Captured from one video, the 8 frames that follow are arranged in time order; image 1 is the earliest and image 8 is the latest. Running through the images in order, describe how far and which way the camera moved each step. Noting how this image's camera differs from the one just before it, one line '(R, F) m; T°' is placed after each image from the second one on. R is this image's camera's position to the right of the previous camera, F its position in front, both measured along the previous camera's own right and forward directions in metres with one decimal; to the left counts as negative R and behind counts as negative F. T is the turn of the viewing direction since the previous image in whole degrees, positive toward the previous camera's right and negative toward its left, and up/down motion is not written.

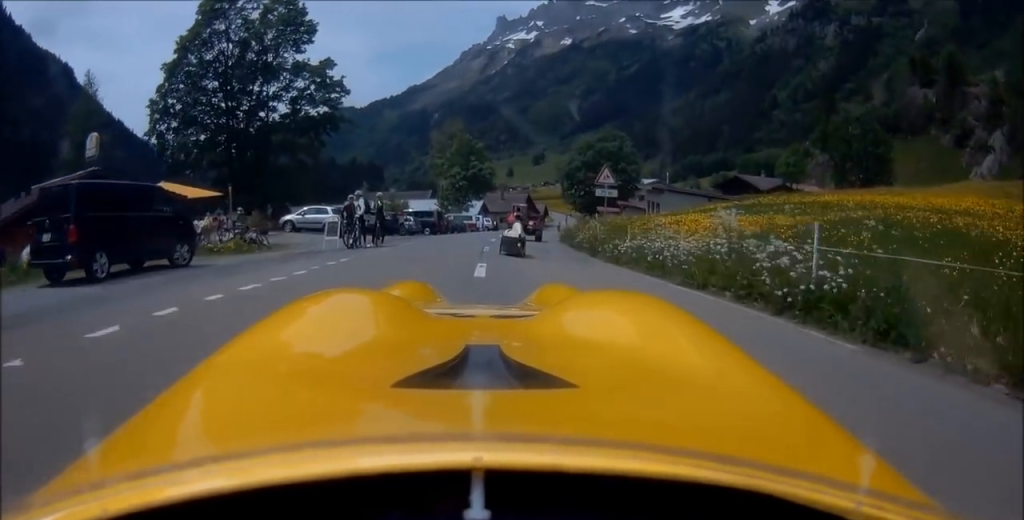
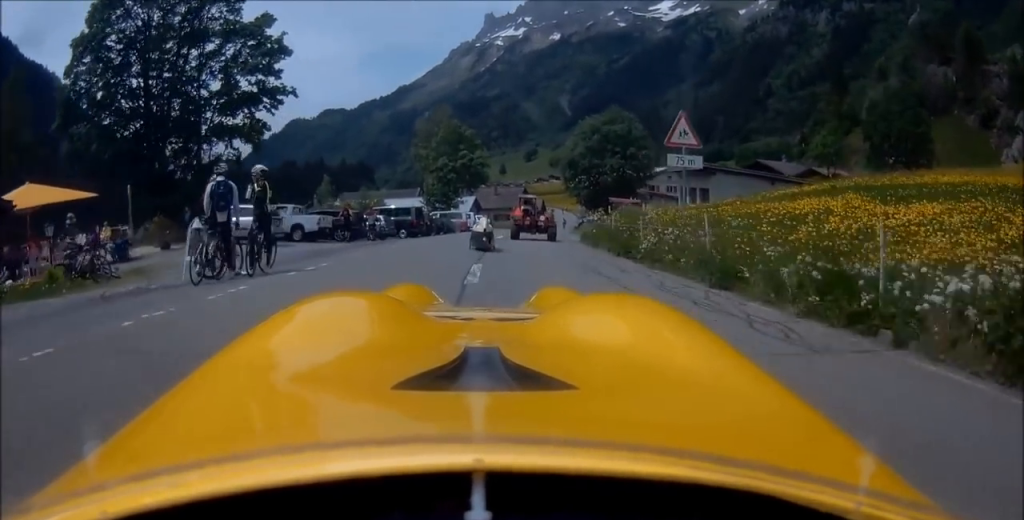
(0.0, +9.8) m; +2°
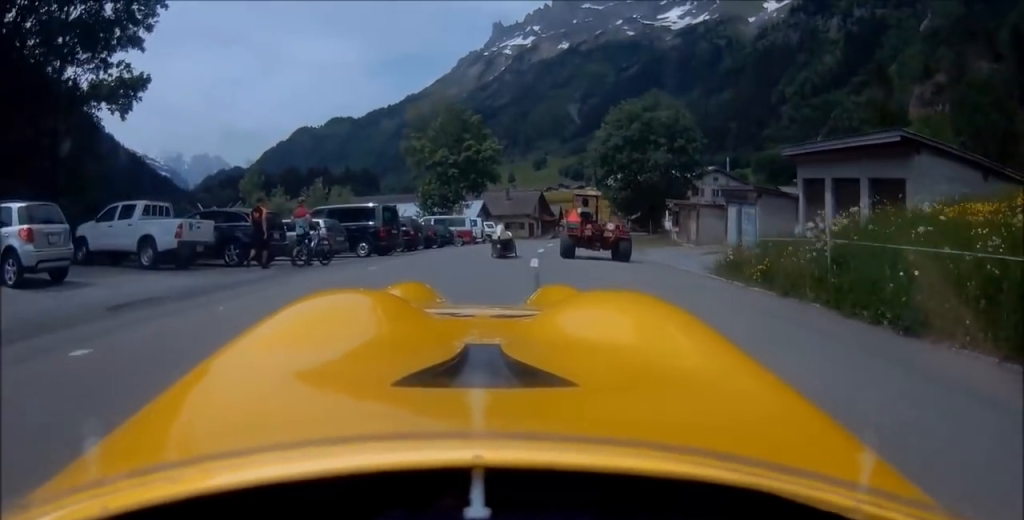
(+0.7, +14.2) m; +3°
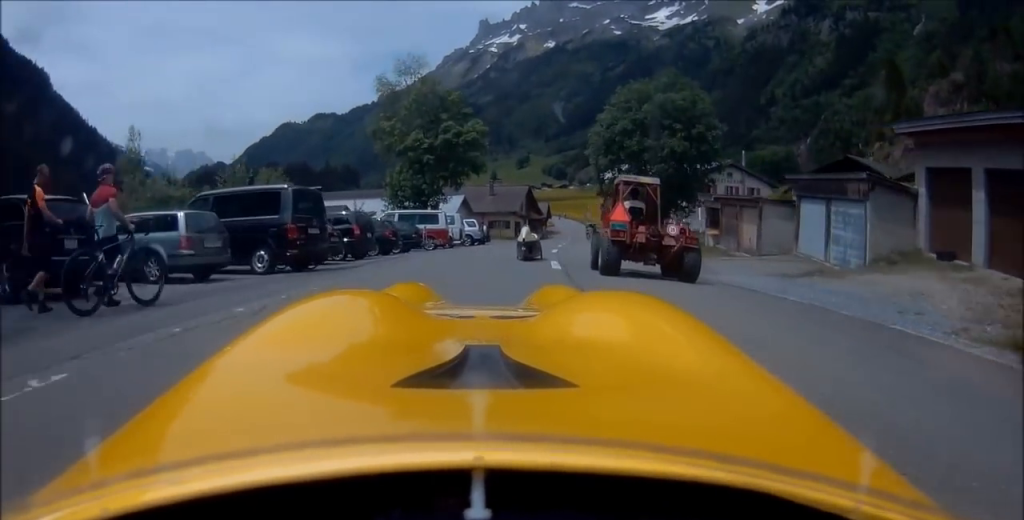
(+0.1, +8.7) m; +3°
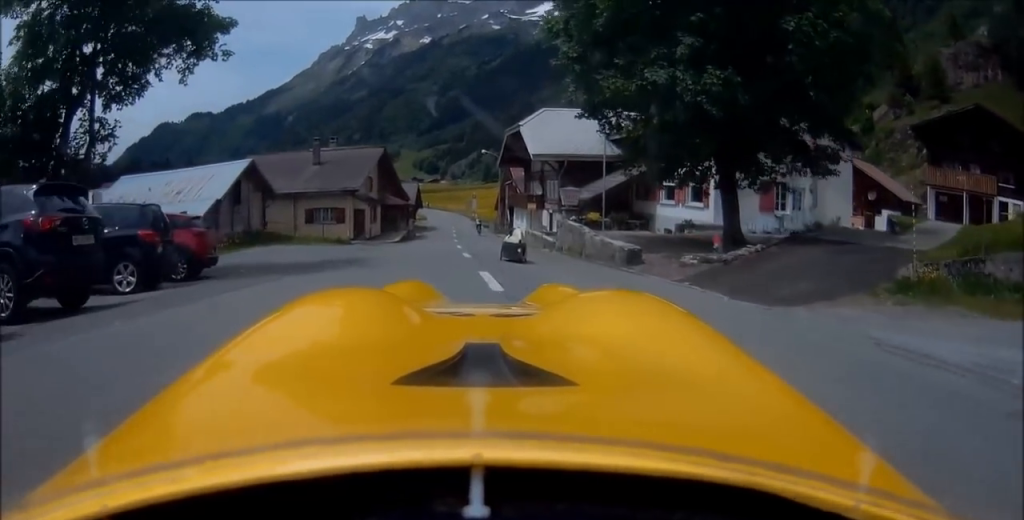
(+3.3, +32.3) m; +5°
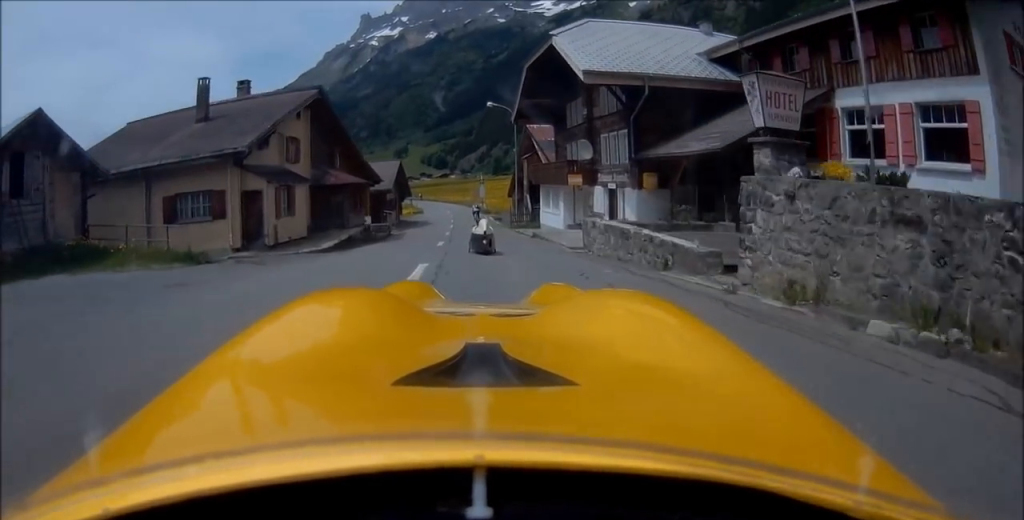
(-1.0, +18.2) m; -4°
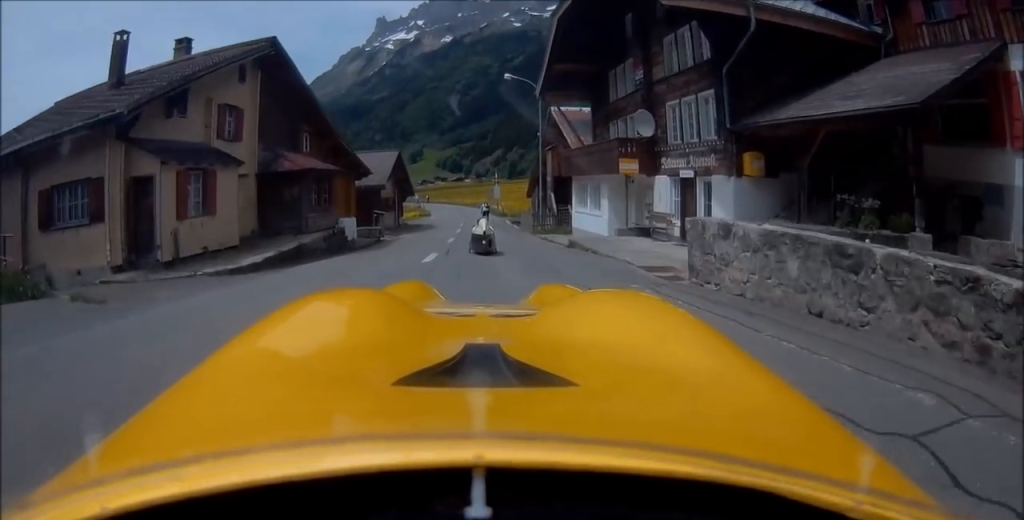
(-0.2, +7.4) m; -1°
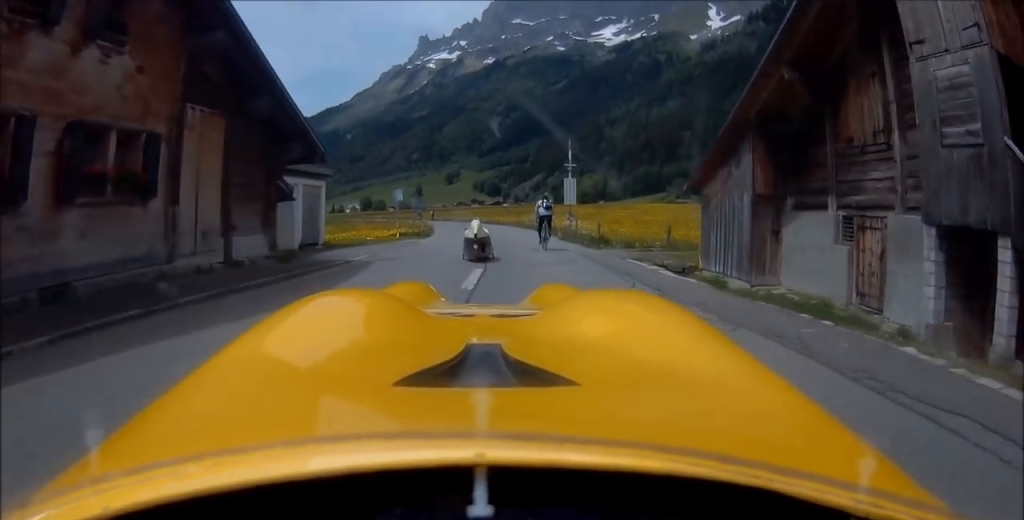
(0.0, +30.9) m; -1°
